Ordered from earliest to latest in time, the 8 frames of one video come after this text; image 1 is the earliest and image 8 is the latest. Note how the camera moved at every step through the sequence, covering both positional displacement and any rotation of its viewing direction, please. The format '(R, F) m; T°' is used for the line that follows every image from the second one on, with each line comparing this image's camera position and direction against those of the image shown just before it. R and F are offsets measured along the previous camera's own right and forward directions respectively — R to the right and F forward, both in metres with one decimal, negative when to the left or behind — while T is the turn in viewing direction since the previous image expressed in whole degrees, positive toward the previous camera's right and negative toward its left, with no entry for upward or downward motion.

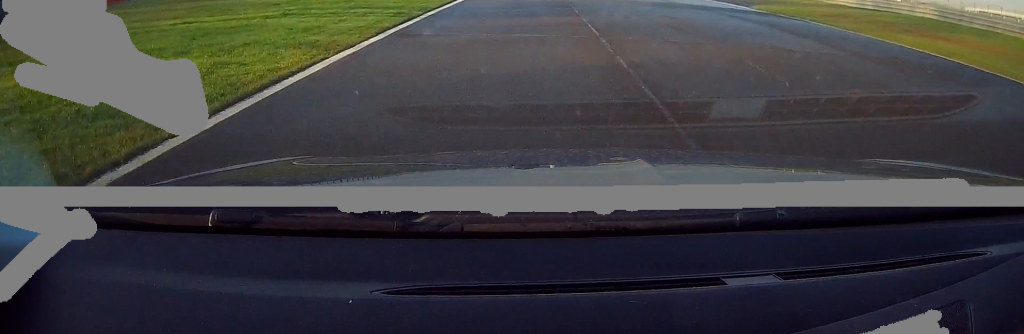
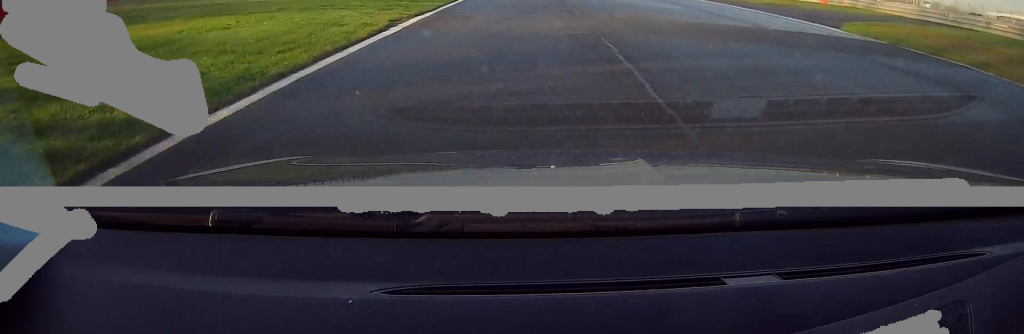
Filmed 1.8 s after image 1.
(0.0, +11.5) m; 0°
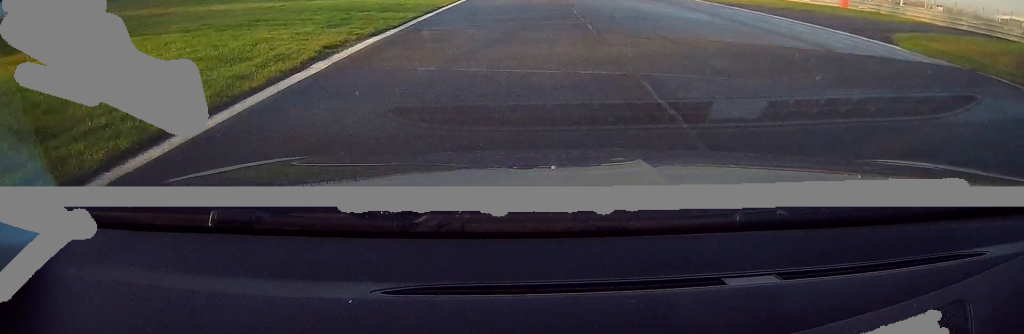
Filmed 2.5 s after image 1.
(0.0, +4.6) m; 0°
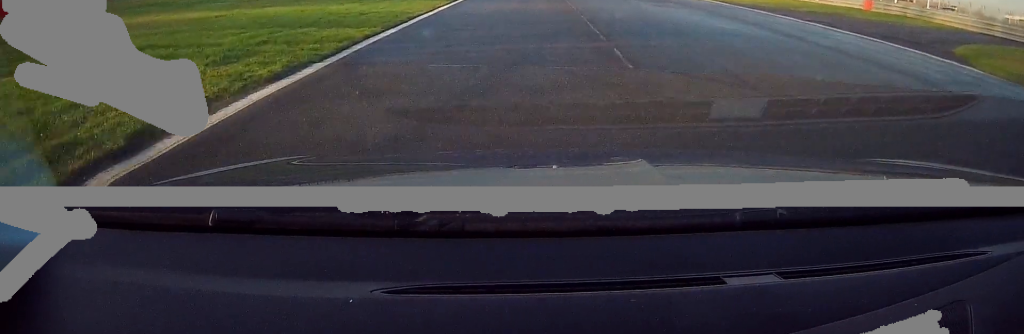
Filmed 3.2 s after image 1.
(0.0, +4.8) m; 0°
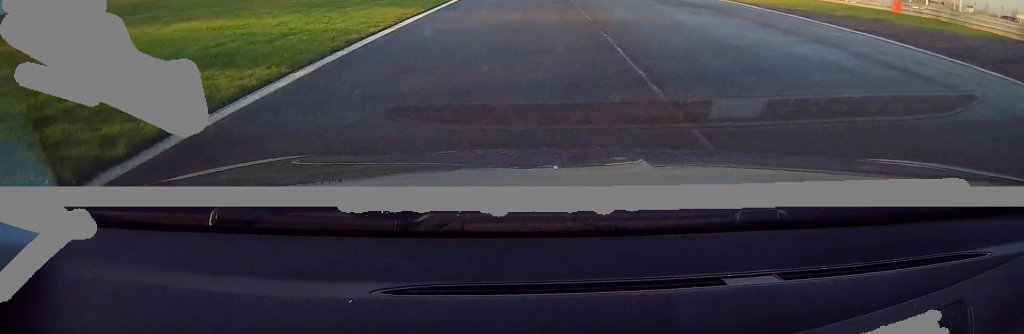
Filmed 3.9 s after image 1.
(0.0, +5.2) m; 0°
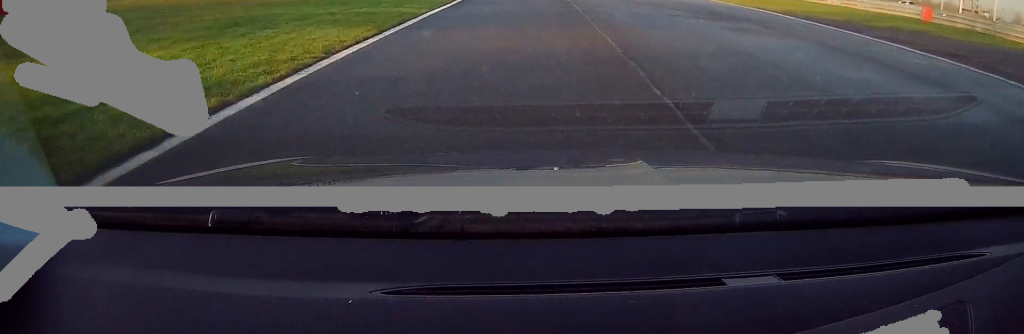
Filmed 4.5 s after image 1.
(0.0, +5.2) m; 0°
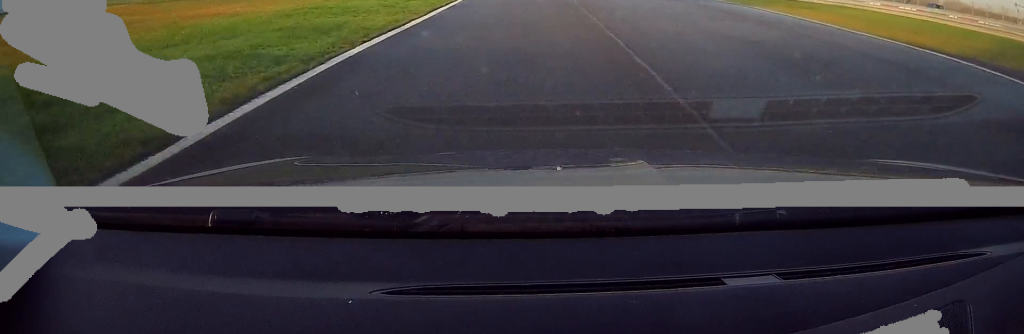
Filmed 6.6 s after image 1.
(0.0, +16.8) m; 0°
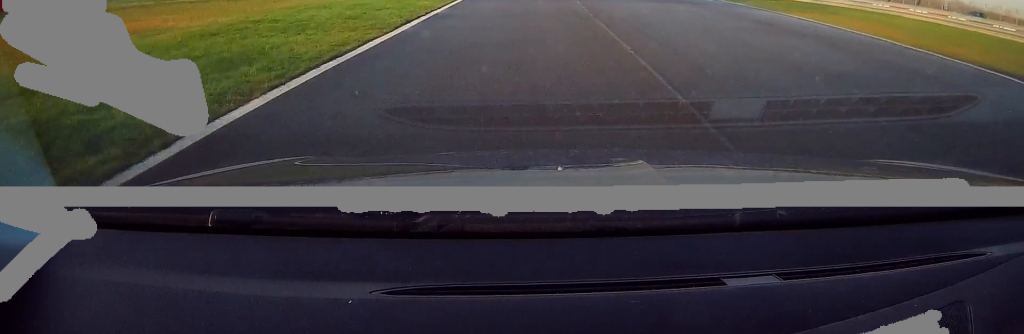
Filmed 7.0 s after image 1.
(0.0, +3.8) m; 0°
